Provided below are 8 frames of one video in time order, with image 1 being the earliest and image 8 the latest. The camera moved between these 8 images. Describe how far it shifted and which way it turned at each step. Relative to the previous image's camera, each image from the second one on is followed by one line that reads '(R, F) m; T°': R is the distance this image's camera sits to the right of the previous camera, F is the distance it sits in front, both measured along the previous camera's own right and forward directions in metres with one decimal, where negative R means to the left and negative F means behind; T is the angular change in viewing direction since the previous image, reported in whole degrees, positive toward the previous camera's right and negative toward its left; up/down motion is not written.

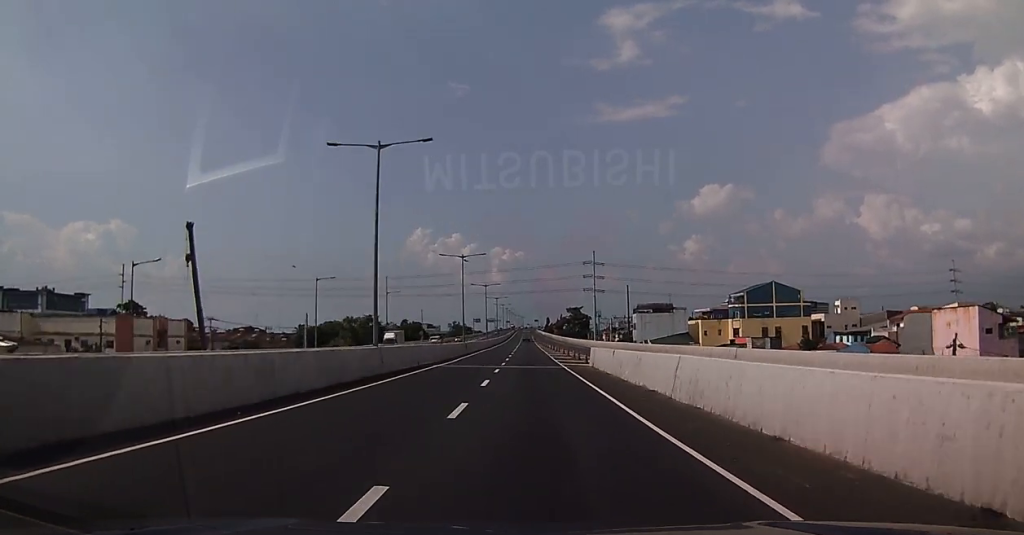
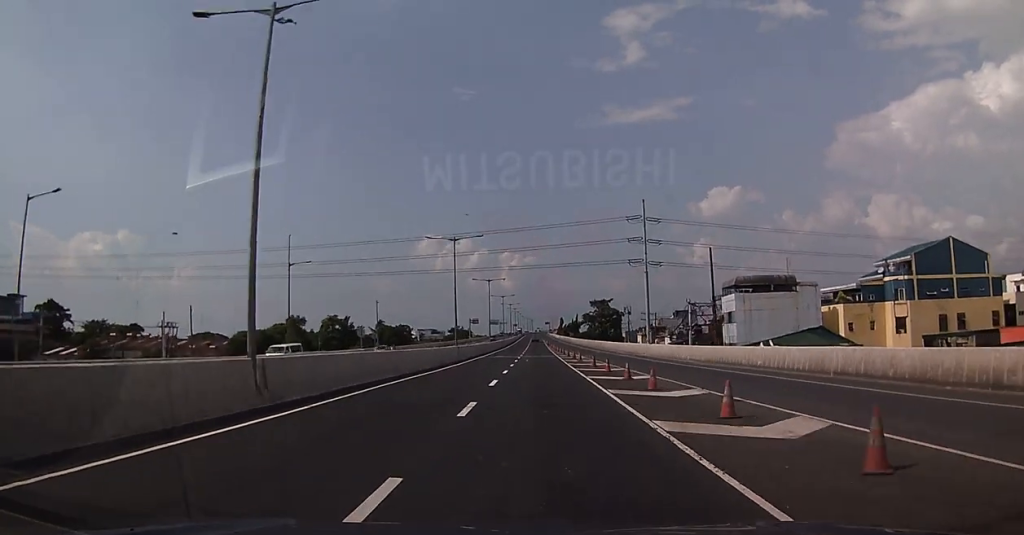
(+1.3, +53.8) m; 0°
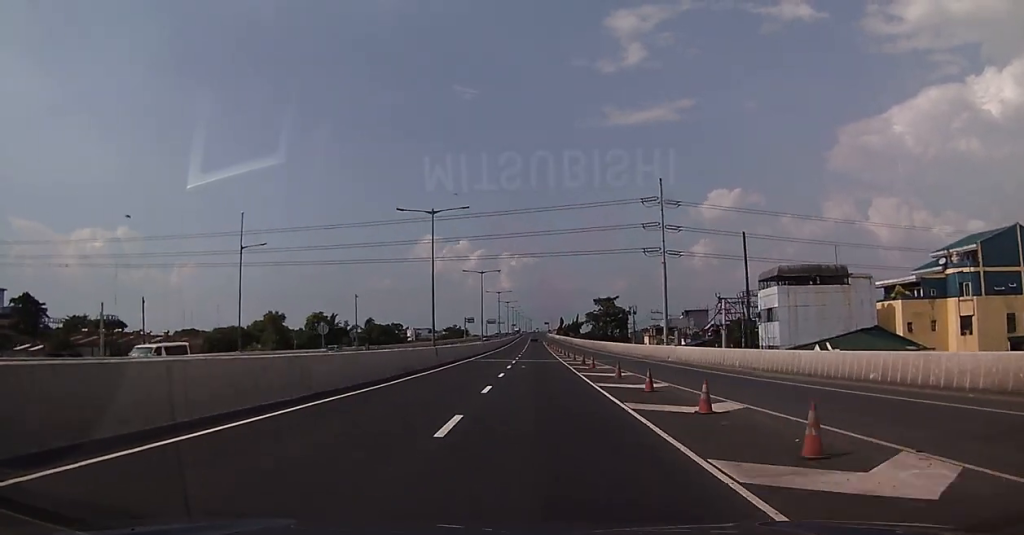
(-0.1, +11.9) m; 0°
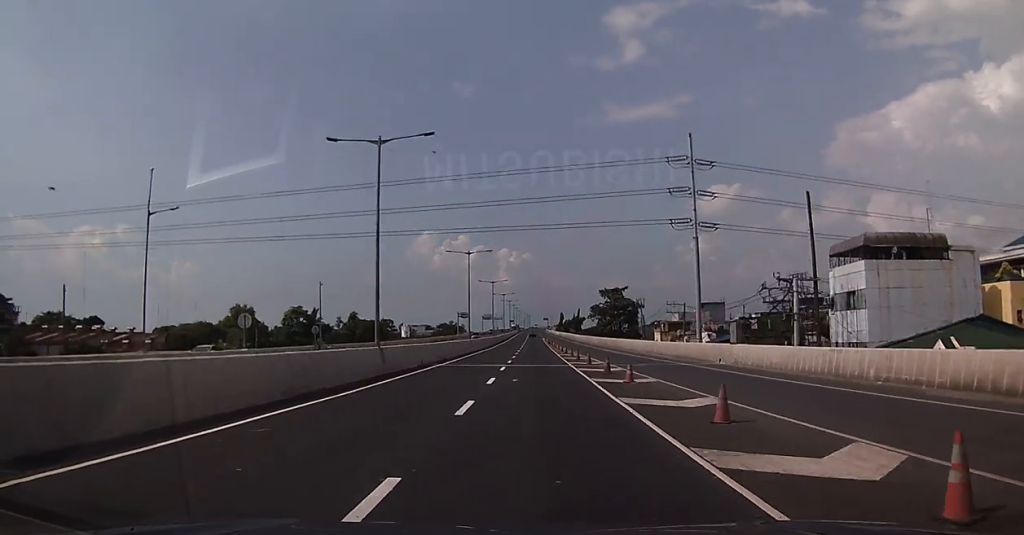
(-0.1, +15.1) m; 0°
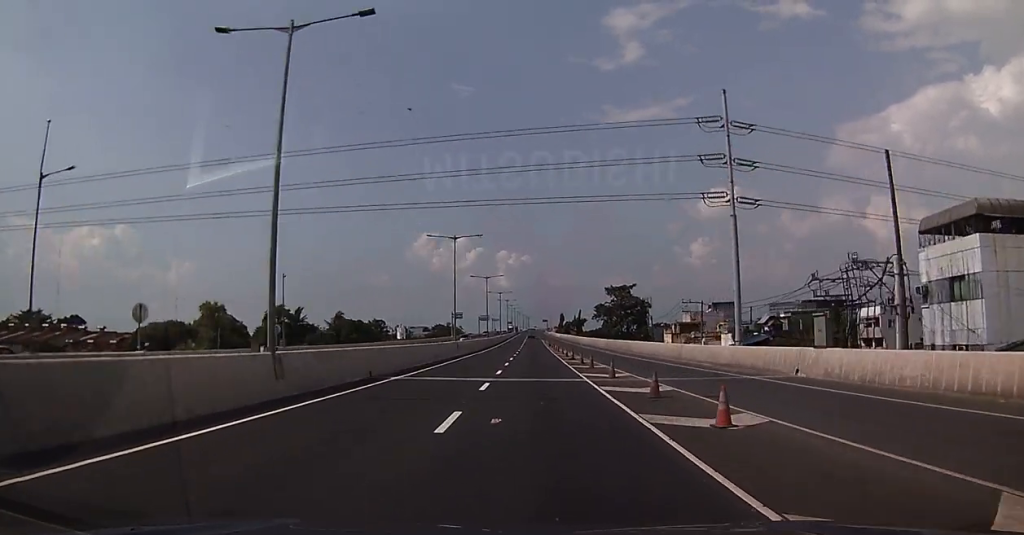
(+0.4, +11.4) m; -1°
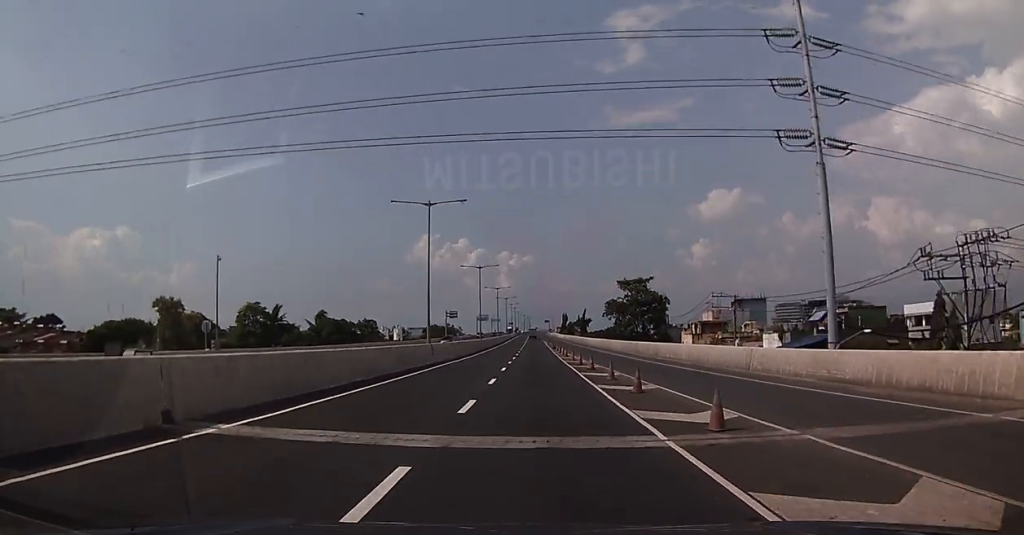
(-0.5, +14.8) m; -1°
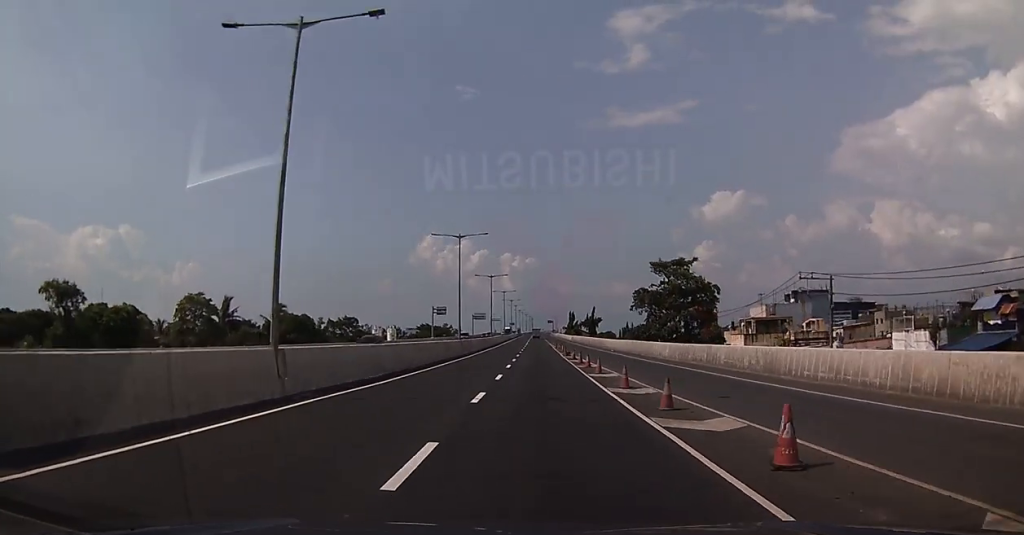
(0.0, +25.6) m; +1°
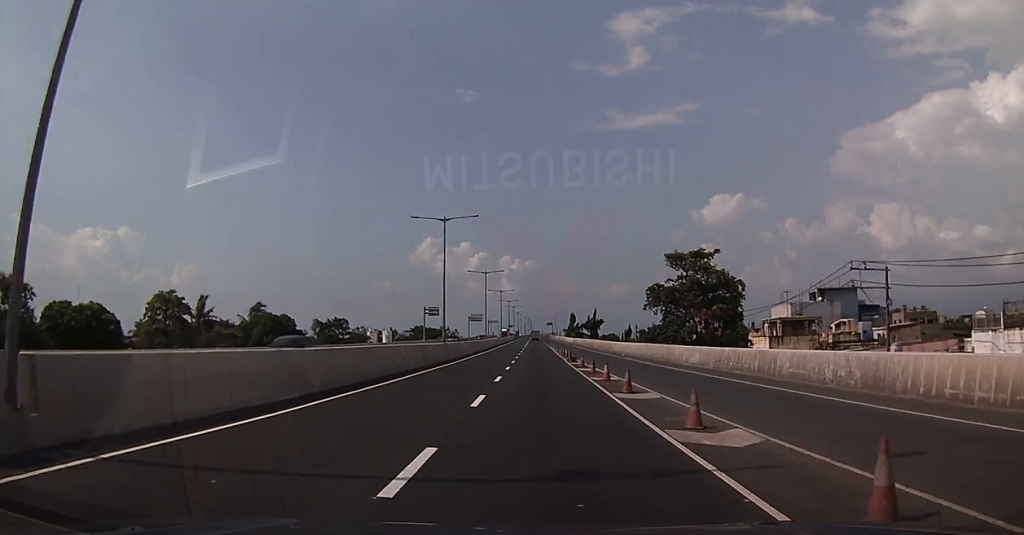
(+0.1, +9.3) m; +1°
